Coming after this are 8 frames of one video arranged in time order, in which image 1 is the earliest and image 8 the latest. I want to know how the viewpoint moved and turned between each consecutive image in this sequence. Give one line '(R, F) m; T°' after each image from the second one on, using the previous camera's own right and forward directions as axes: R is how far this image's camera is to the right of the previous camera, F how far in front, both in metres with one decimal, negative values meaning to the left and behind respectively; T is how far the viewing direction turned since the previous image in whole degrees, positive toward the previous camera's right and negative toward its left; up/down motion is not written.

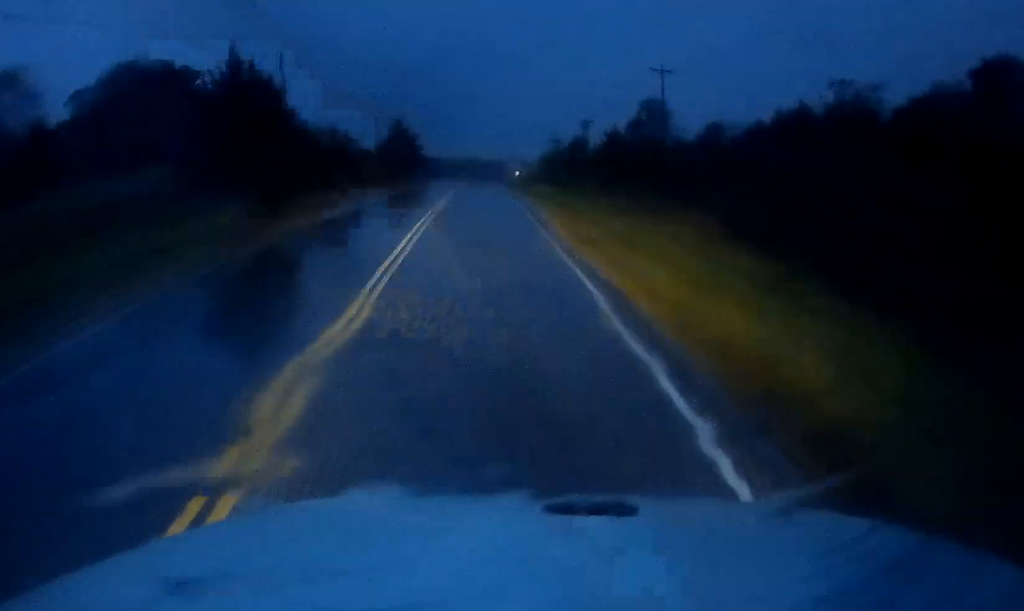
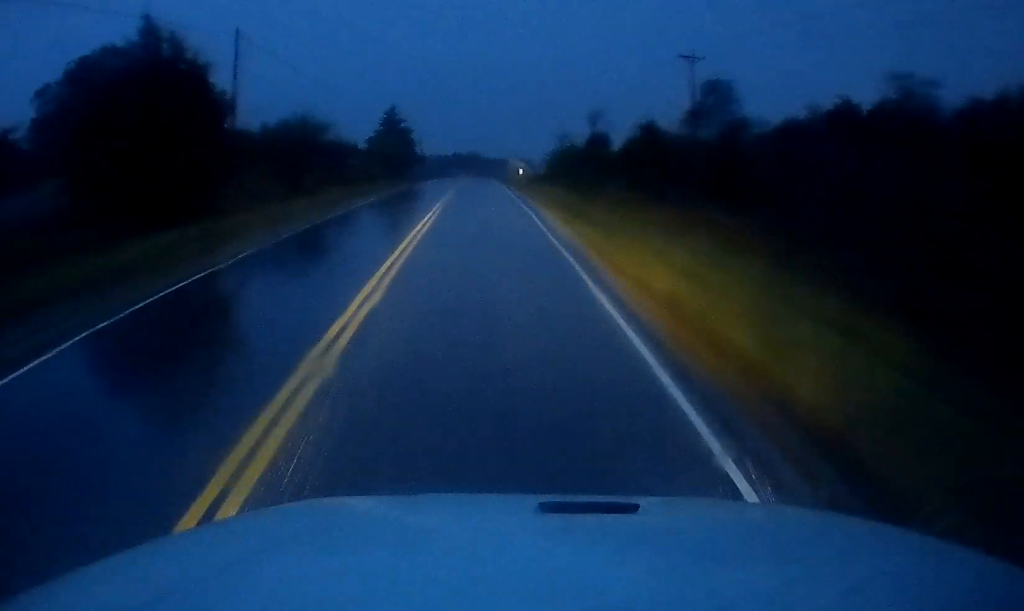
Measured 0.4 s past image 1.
(0.0, +9.5) m; 0°
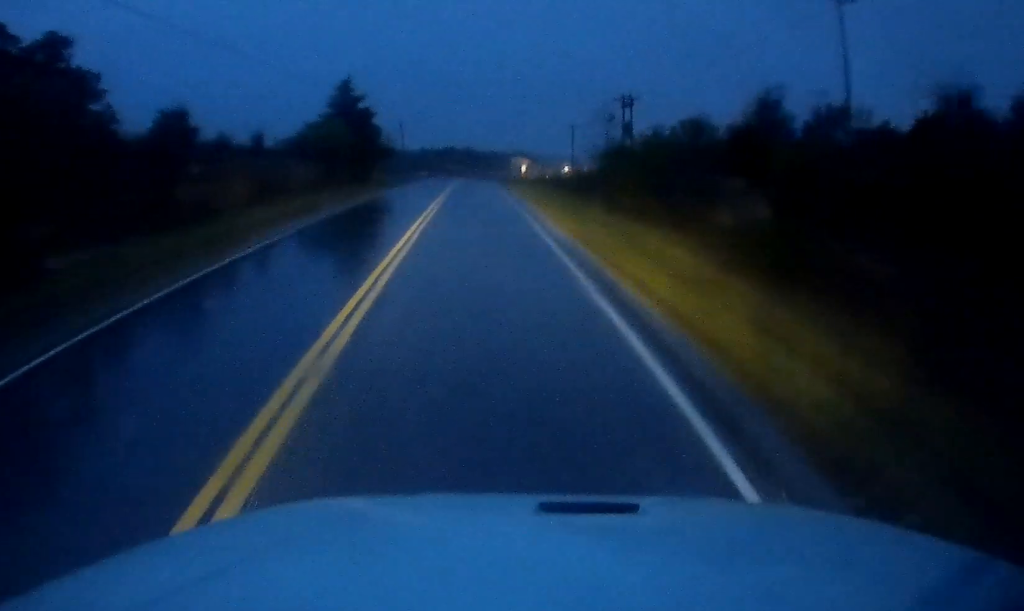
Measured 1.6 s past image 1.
(0.0, +27.6) m; 0°
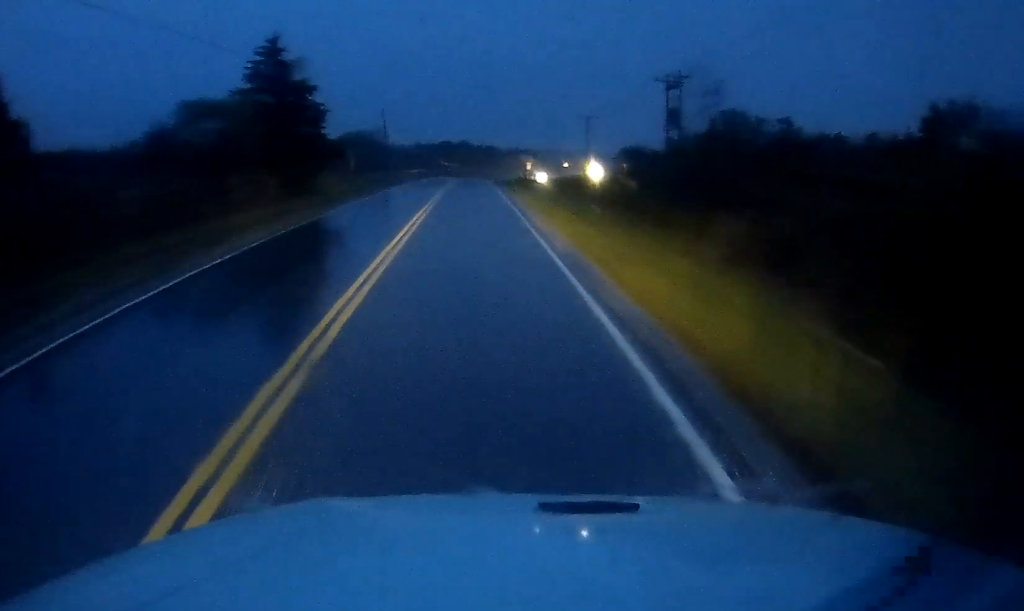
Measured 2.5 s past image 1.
(0.0, +21.1) m; 0°
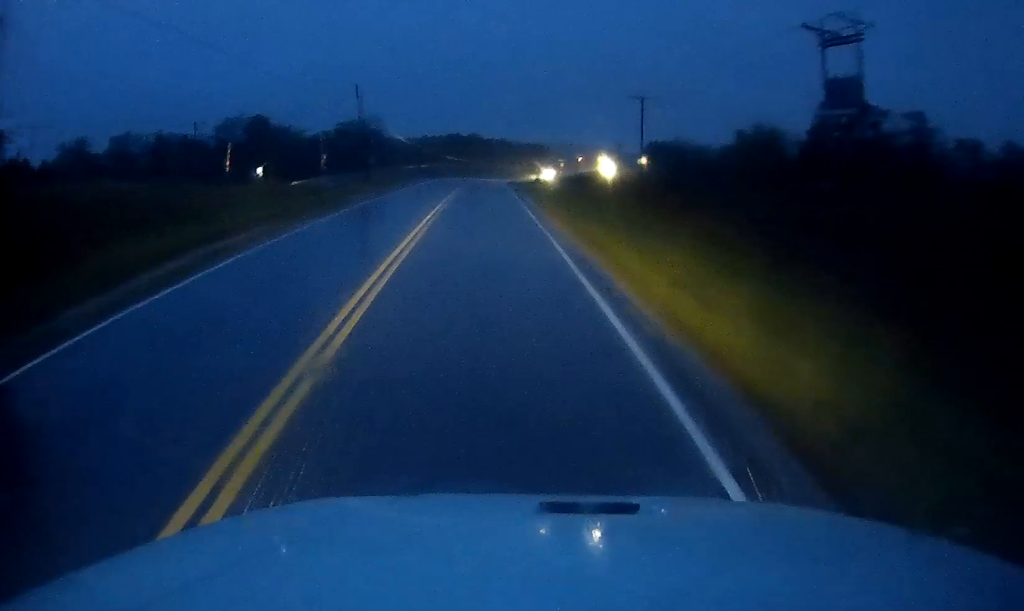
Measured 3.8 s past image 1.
(+0.1, +30.1) m; +1°
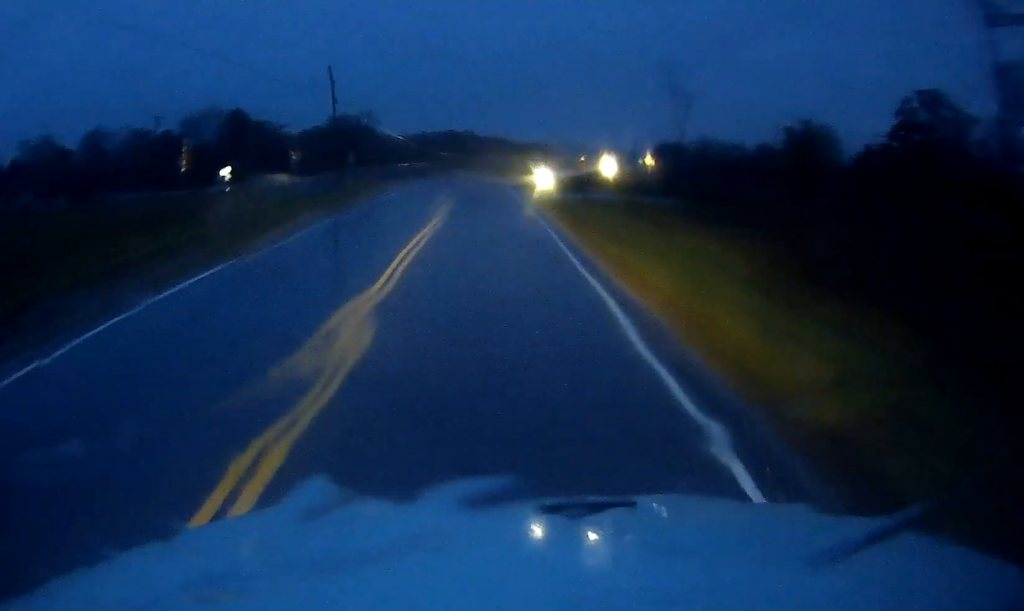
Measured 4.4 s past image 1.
(+0.1, +15.3) m; 0°
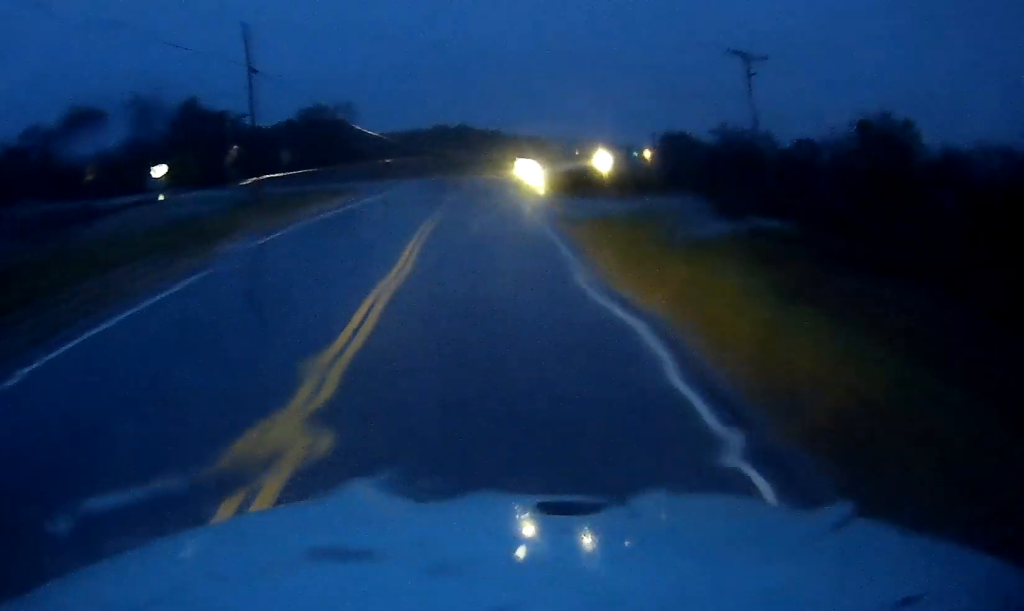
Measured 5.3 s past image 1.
(+0.1, +19.6) m; -1°
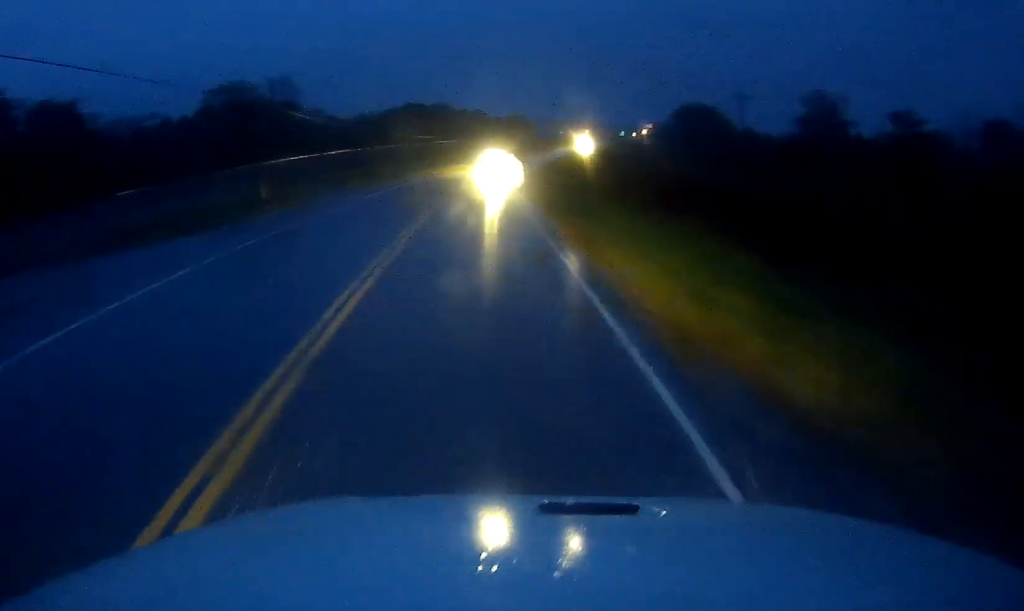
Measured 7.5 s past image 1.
(0.0, +47.8) m; +2°
